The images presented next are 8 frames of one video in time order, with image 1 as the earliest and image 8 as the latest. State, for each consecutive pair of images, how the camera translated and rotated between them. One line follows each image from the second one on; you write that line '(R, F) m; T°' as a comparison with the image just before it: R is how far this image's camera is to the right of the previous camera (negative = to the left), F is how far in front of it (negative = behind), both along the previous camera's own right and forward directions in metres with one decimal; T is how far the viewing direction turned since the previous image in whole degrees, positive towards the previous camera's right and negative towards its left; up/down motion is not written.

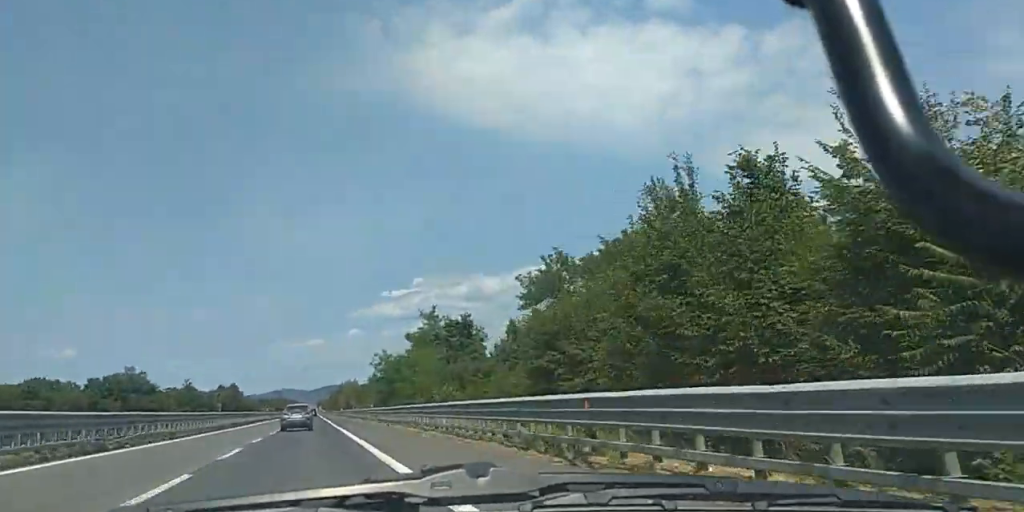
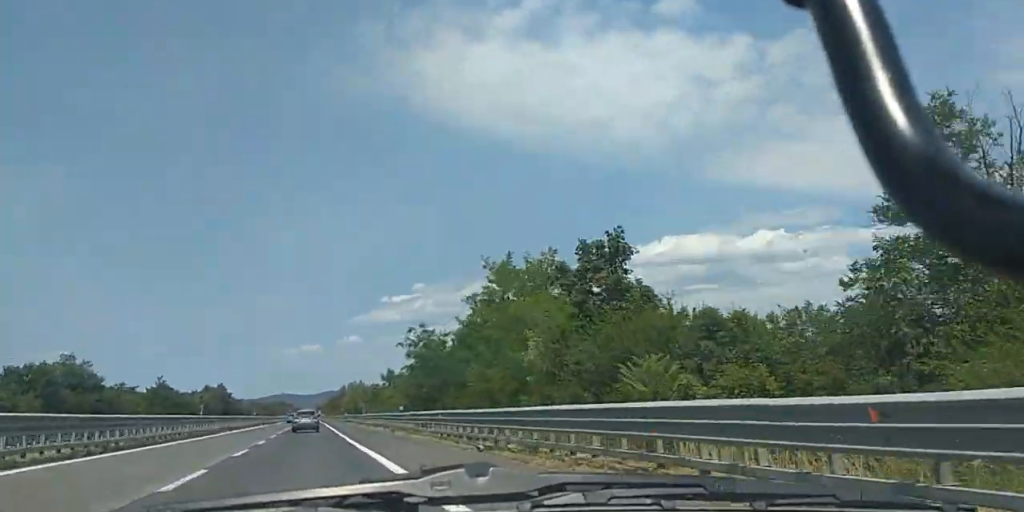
(+0.1, +31.5) m; 0°
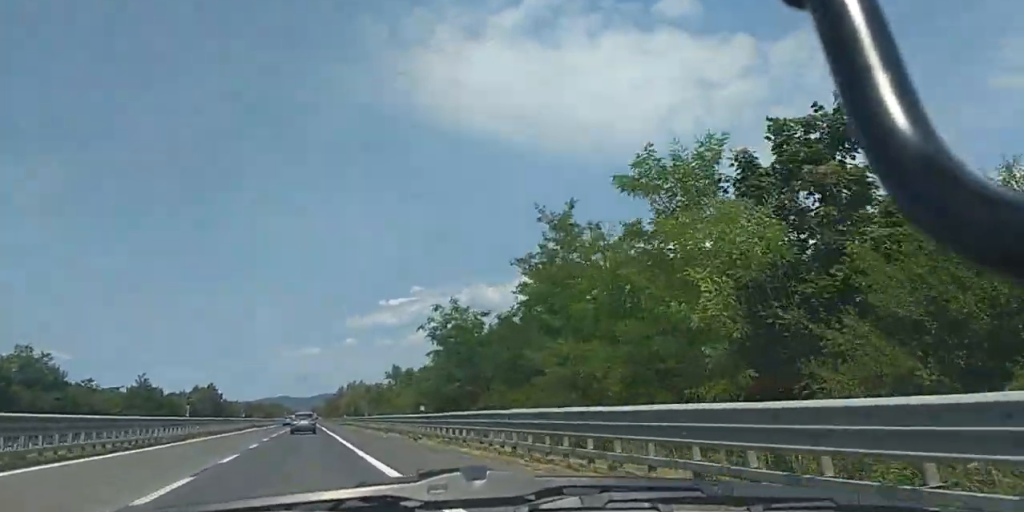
(0.0, +13.4) m; 0°
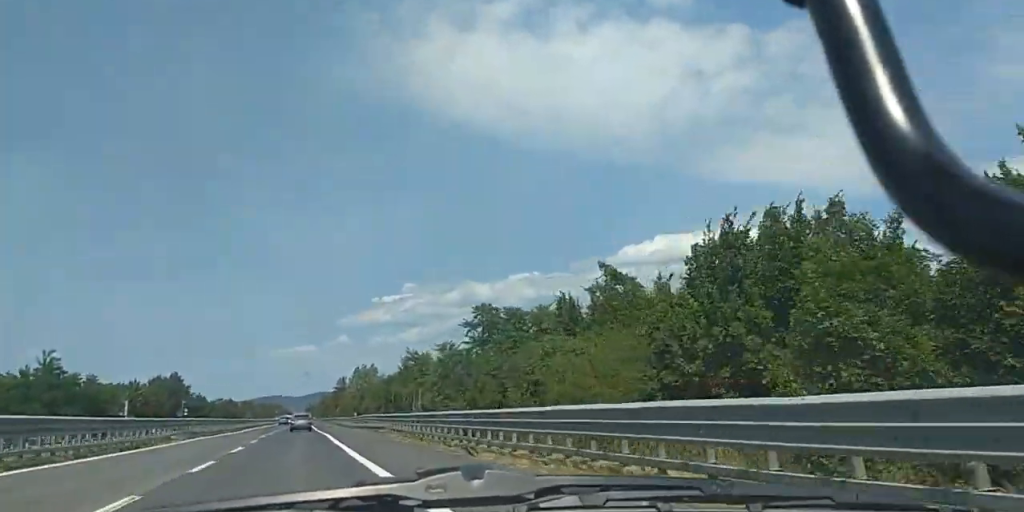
(0.0, +48.4) m; 0°
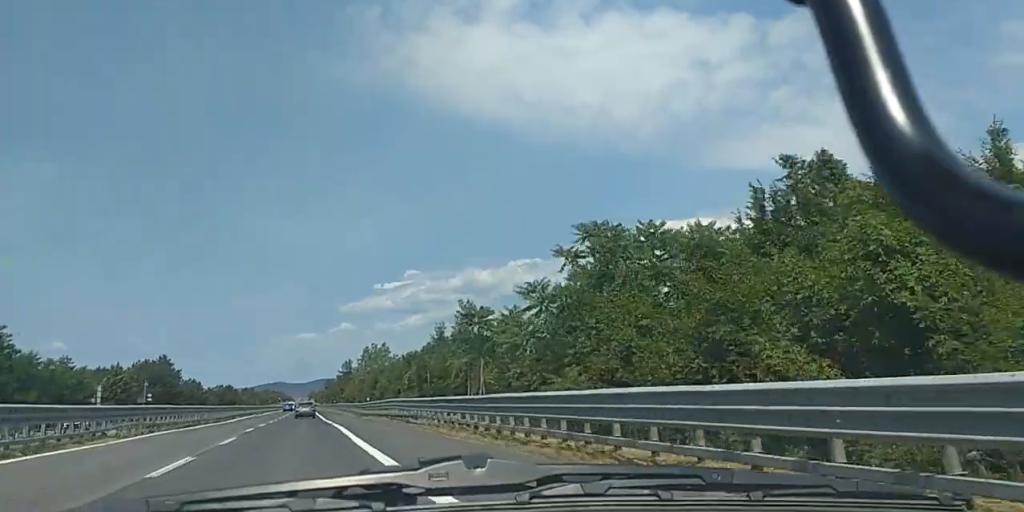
(+0.1, +16.5) m; 0°
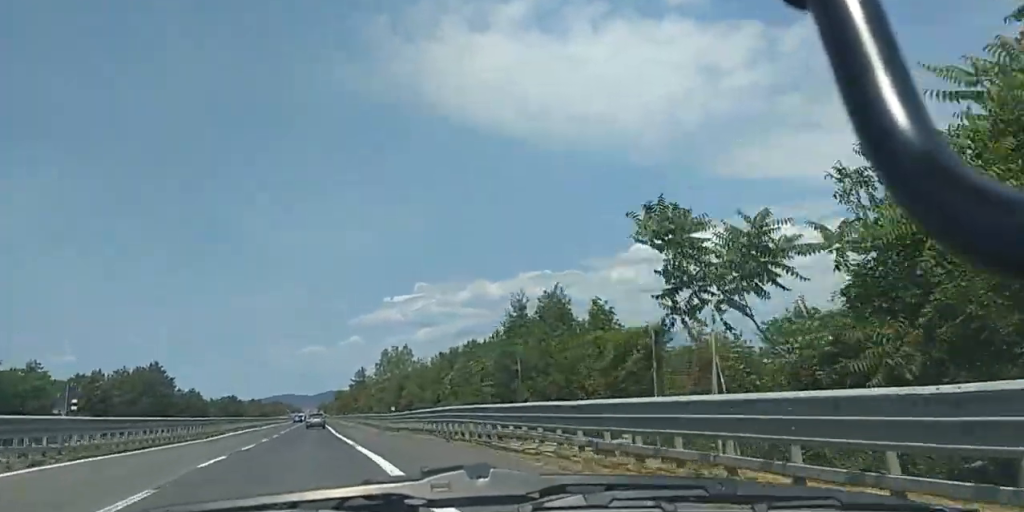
(+0.1, +17.5) m; 0°
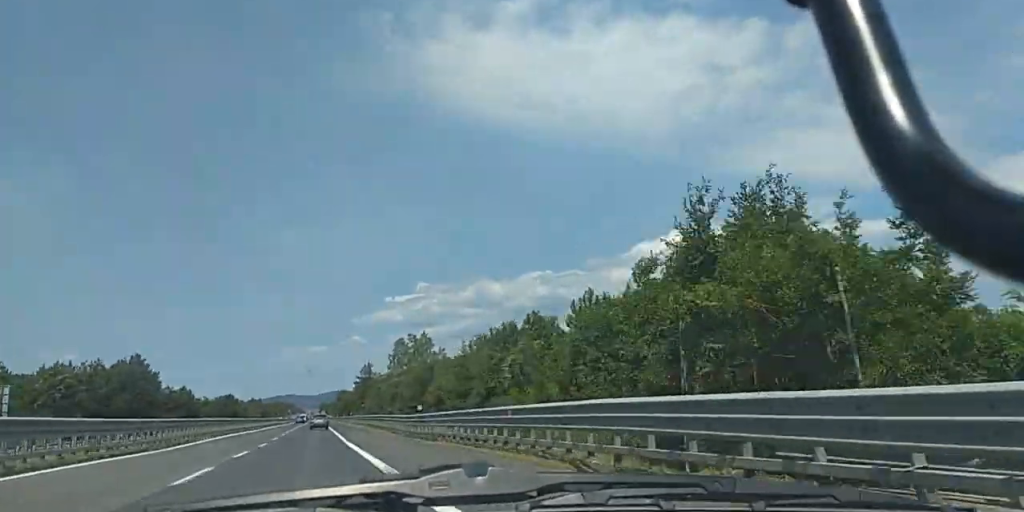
(+0.1, +14.7) m; -1°
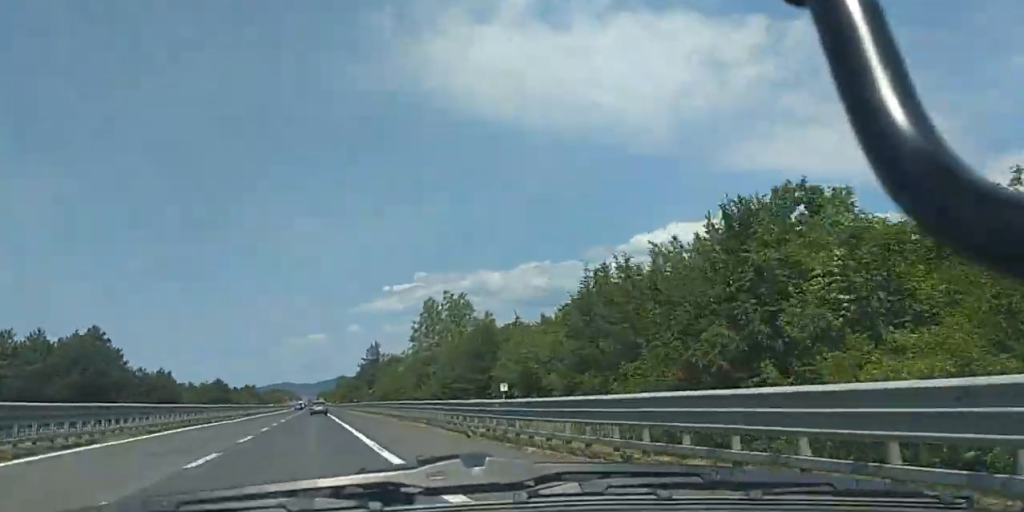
(-0.1, +22.6) m; -1°
